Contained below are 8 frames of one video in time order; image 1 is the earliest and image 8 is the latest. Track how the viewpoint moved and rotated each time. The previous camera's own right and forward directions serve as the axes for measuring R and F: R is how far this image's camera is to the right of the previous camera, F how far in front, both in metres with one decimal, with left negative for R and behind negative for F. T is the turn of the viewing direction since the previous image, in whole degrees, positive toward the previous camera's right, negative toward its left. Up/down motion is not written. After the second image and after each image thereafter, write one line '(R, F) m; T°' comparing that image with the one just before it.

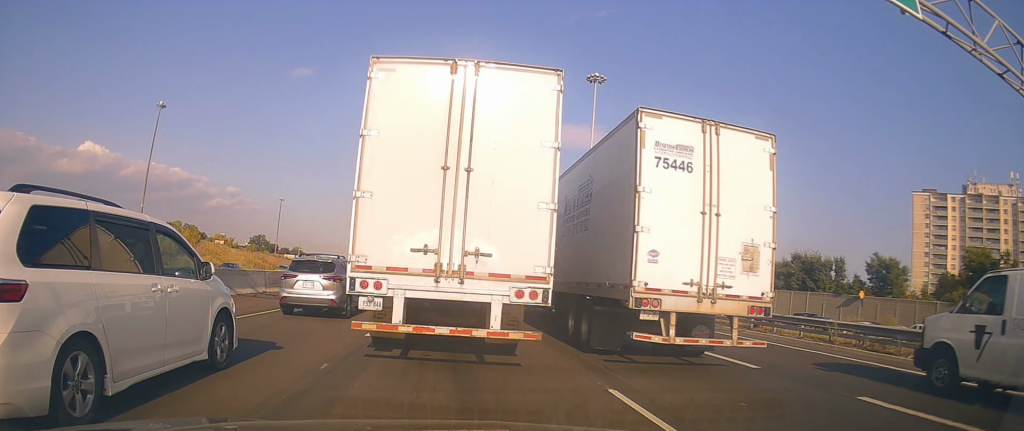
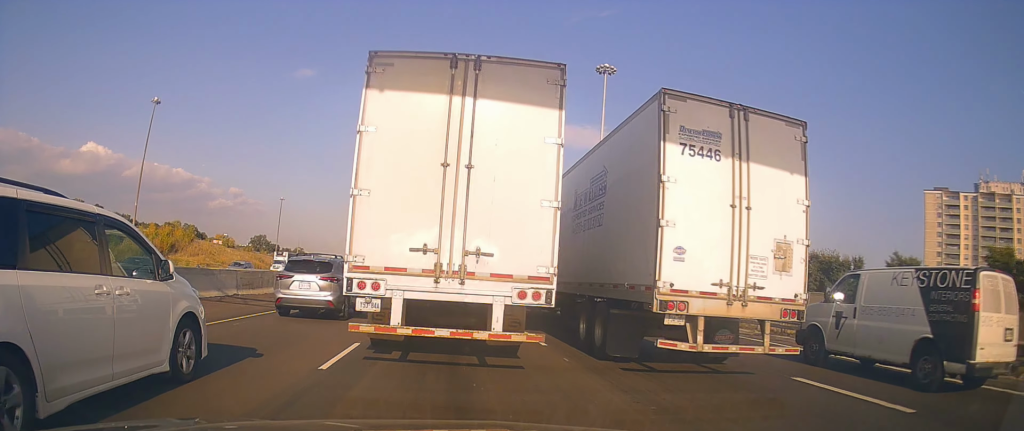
(-0.2, +4.5) m; +3°
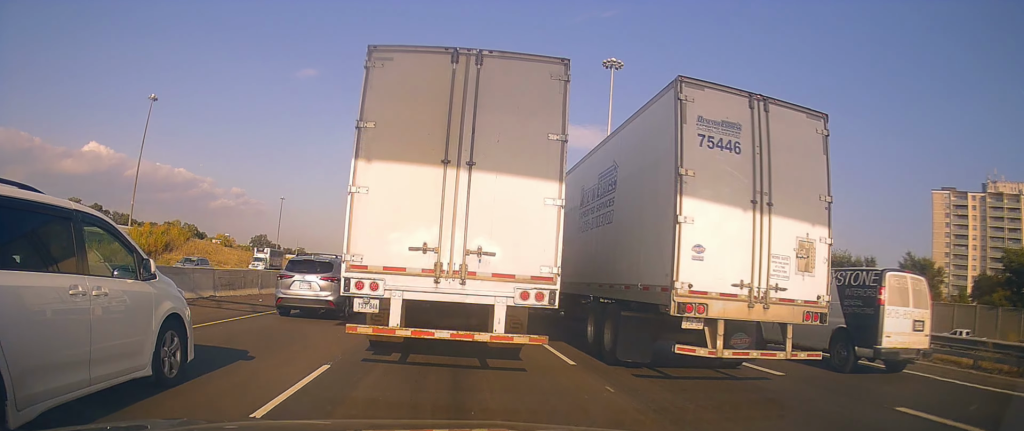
(+0.3, +2.6) m; 0°
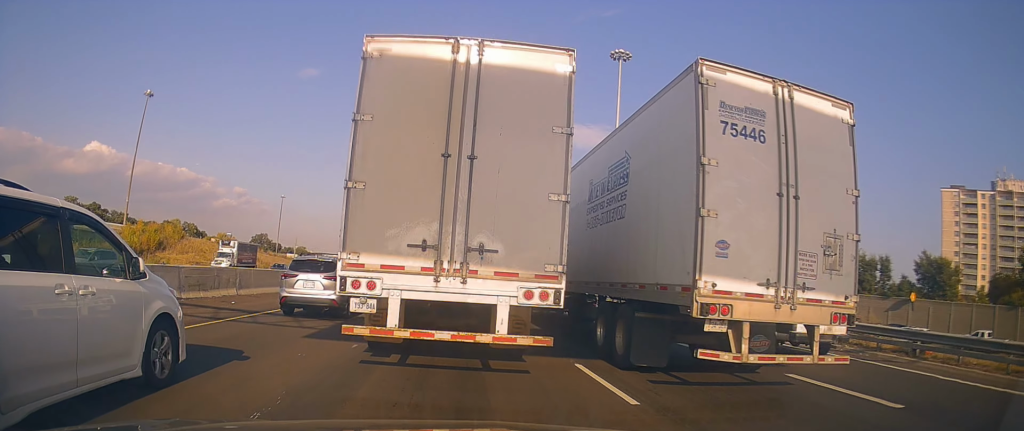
(+0.4, +3.2) m; -1°
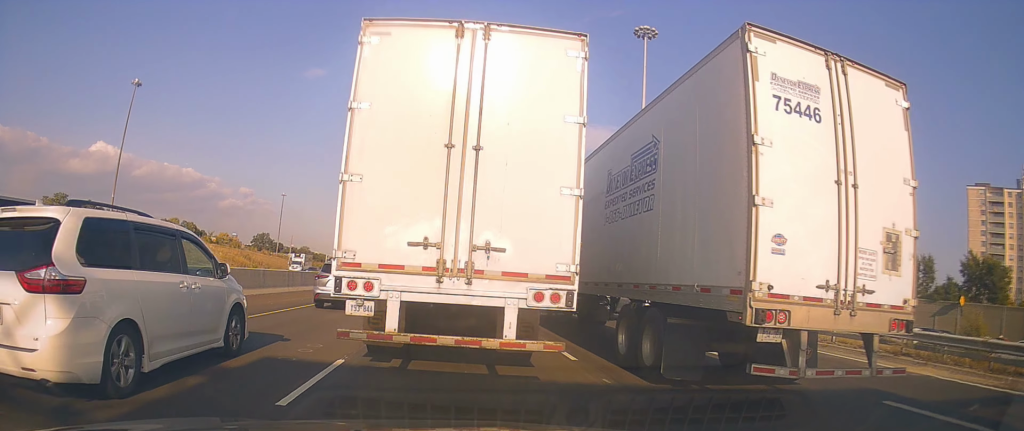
(-0.3, +8.5) m; +5°
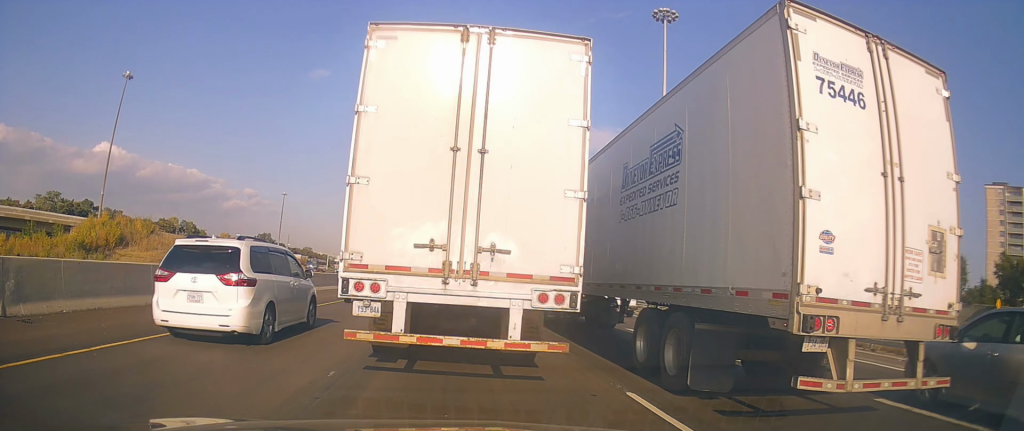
(0.0, +6.0) m; -5°
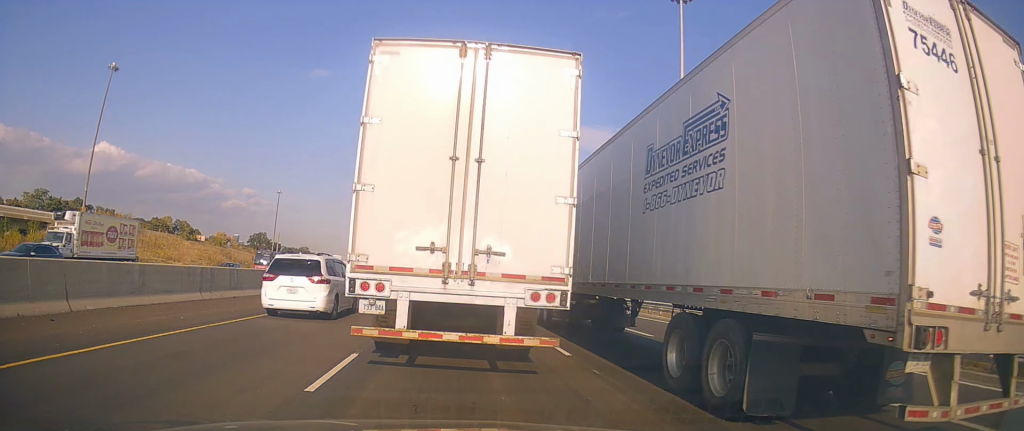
(-0.4, +5.7) m; -3°
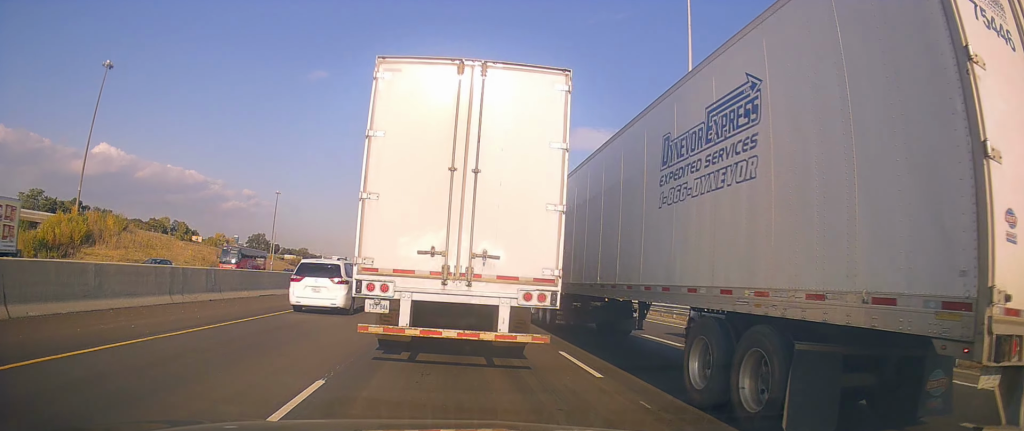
(0.0, +2.3) m; +2°
